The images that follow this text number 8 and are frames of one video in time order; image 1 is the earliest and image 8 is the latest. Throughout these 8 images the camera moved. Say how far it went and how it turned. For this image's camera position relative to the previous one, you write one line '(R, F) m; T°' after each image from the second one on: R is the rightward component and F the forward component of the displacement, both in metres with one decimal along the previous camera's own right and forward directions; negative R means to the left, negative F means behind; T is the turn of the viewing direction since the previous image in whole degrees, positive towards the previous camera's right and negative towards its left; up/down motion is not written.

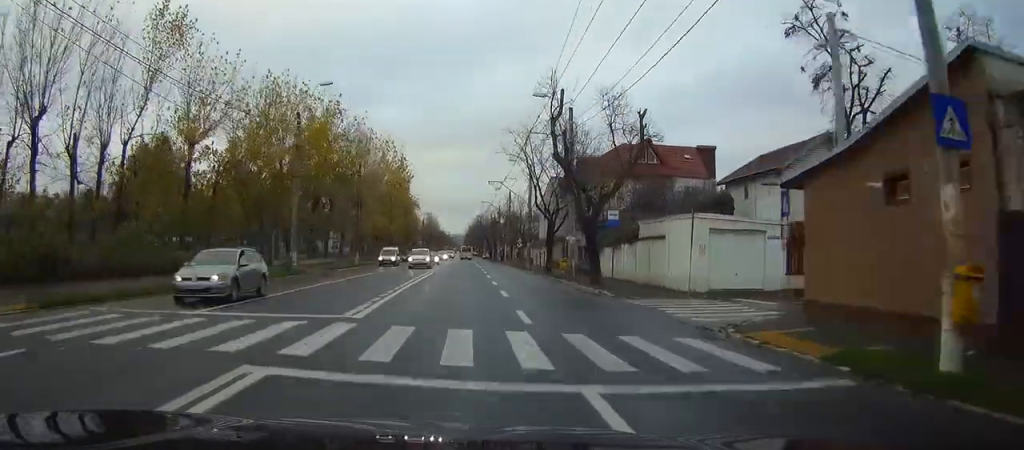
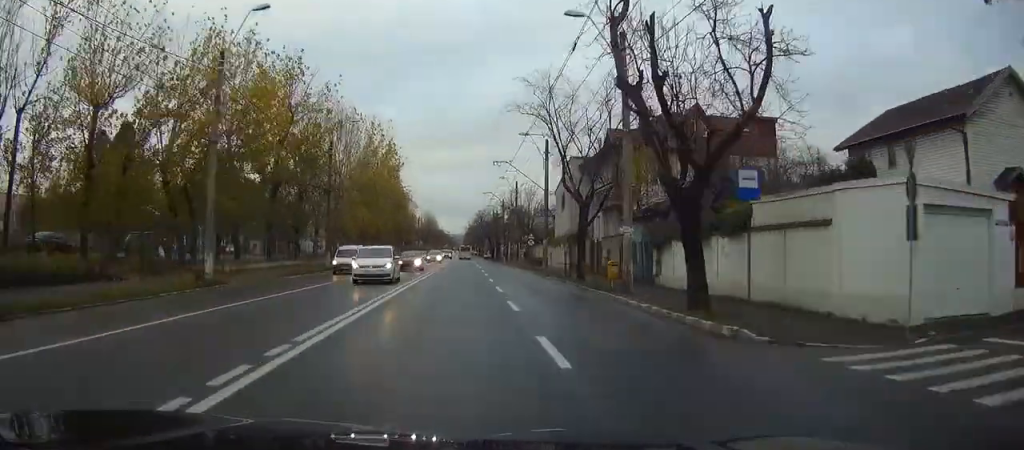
(0.0, +14.1) m; 0°
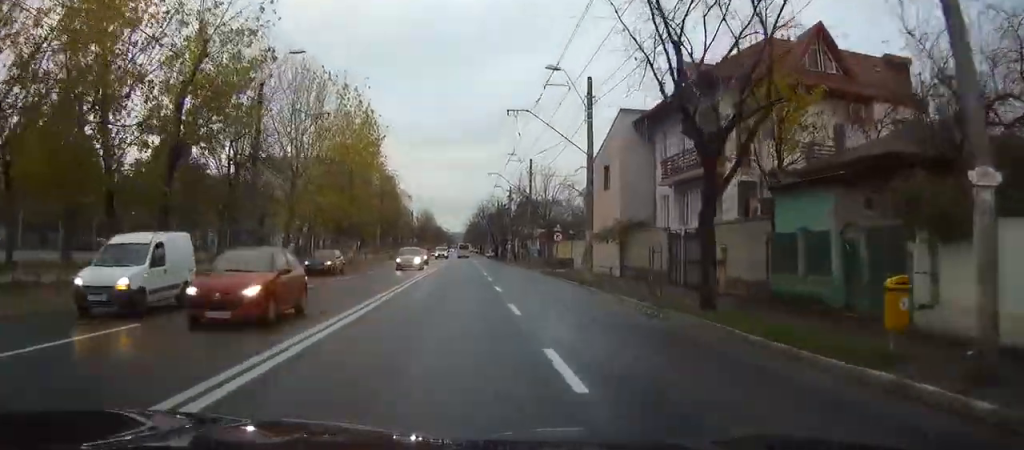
(0.0, +18.7) m; 0°
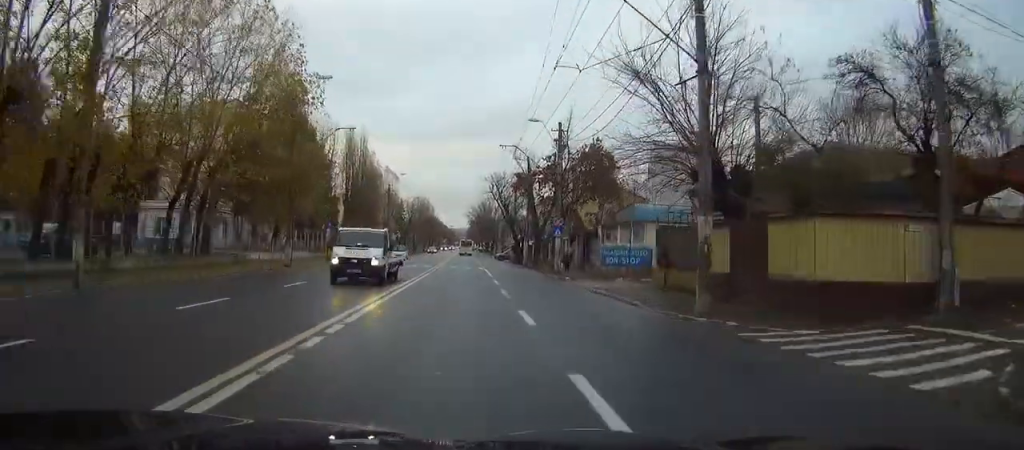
(-0.2, +46.3) m; 0°
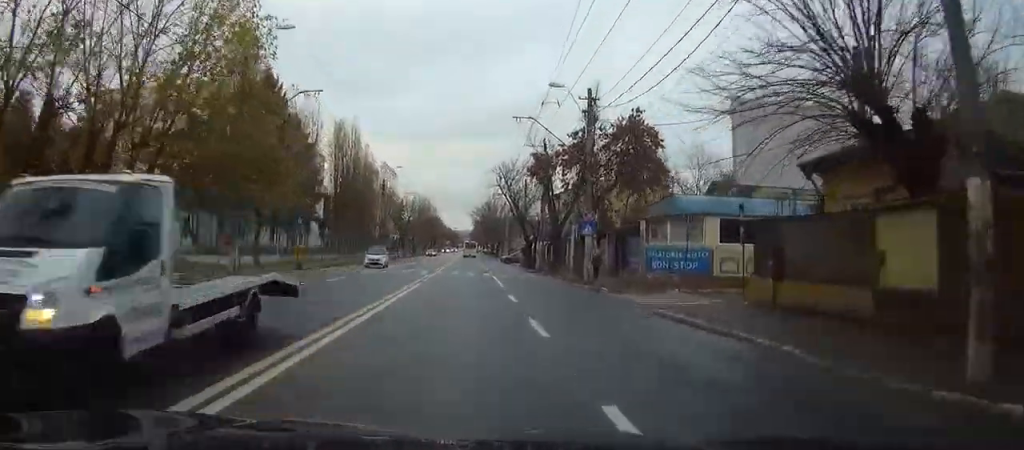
(0.0, +10.4) m; 0°
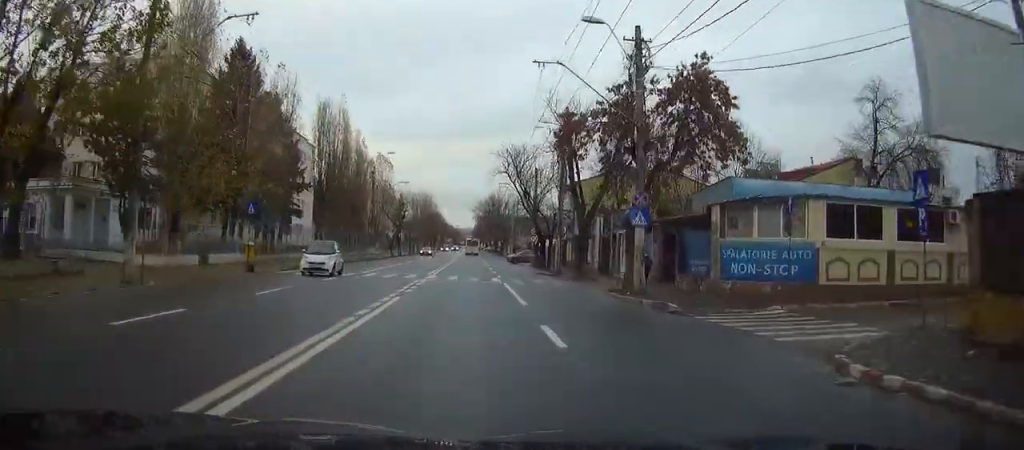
(0.0, +10.4) m; 0°
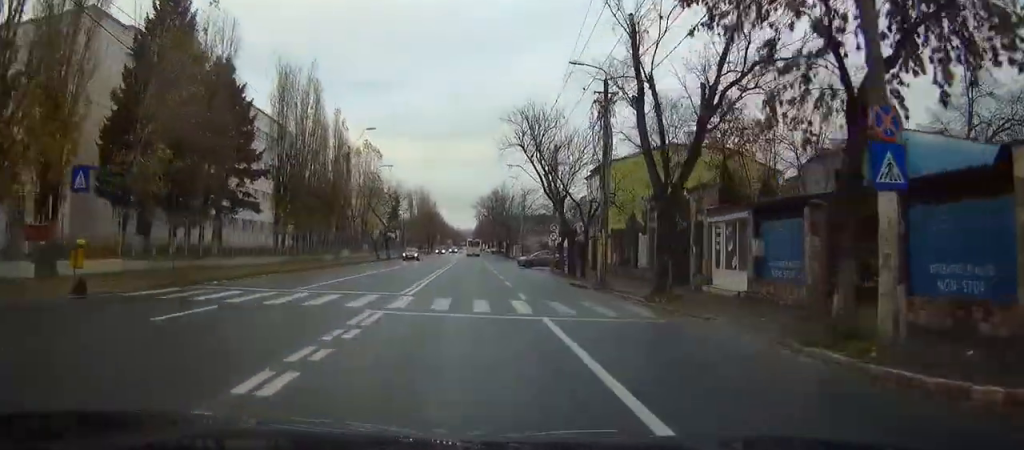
(0.0, +16.0) m; 0°
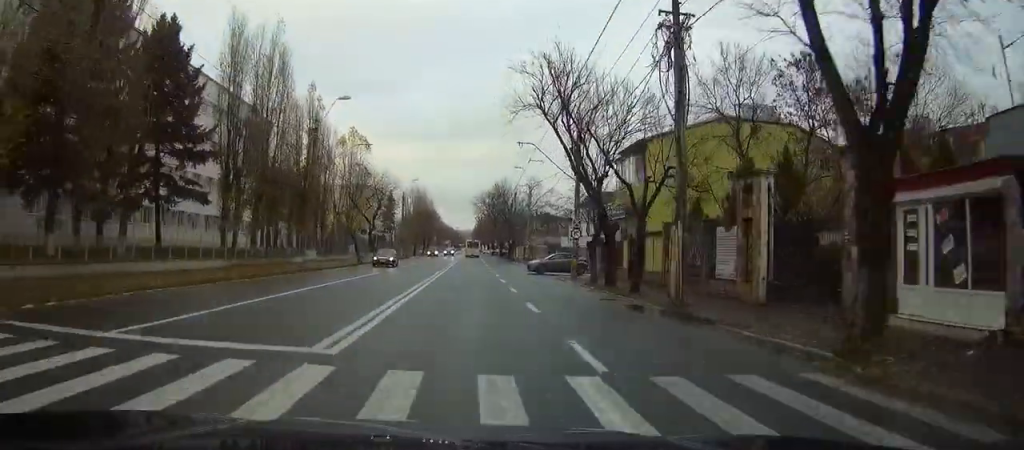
(0.0, +12.3) m; 0°
